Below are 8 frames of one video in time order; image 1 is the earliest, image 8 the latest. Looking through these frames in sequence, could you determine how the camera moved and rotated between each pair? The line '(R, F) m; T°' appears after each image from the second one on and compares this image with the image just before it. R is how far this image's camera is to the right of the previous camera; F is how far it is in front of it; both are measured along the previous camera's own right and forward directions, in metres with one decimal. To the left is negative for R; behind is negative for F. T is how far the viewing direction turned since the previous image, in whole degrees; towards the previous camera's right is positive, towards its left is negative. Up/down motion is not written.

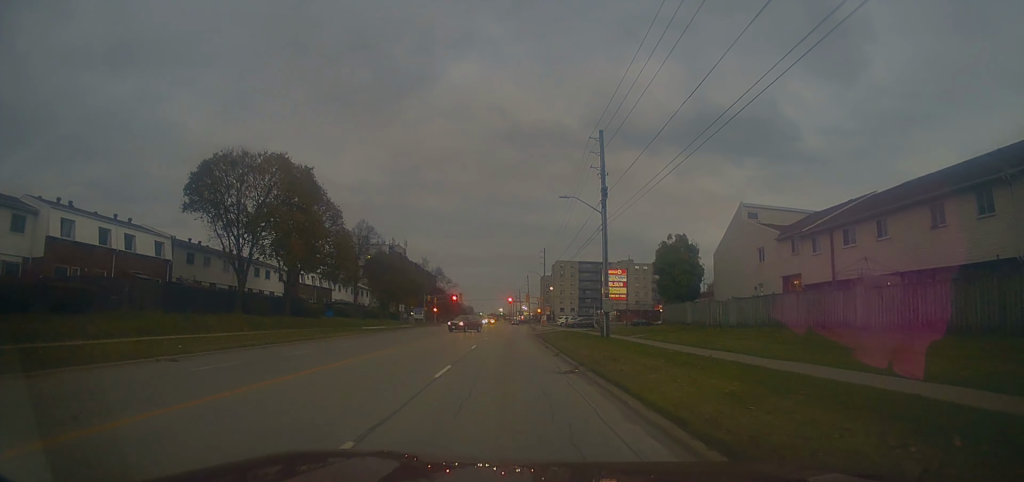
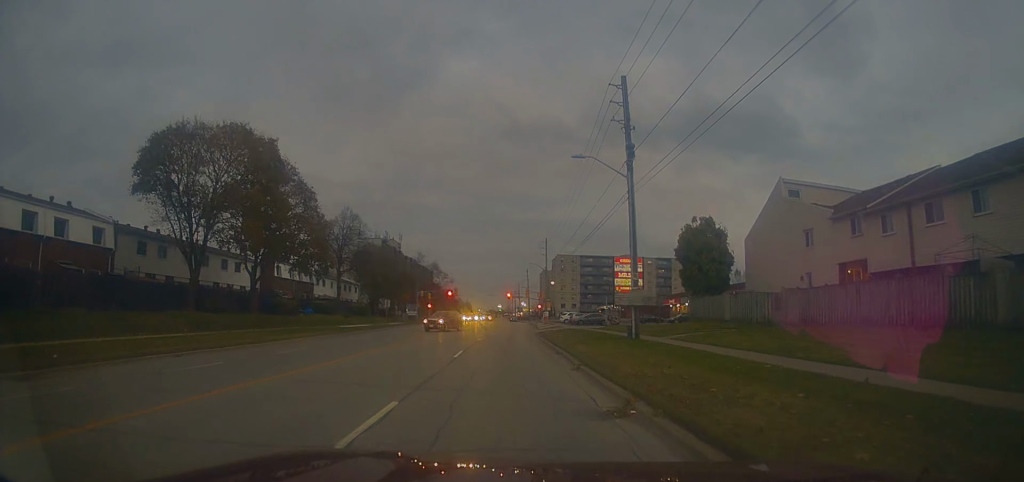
(+0.5, +7.6) m; +2°
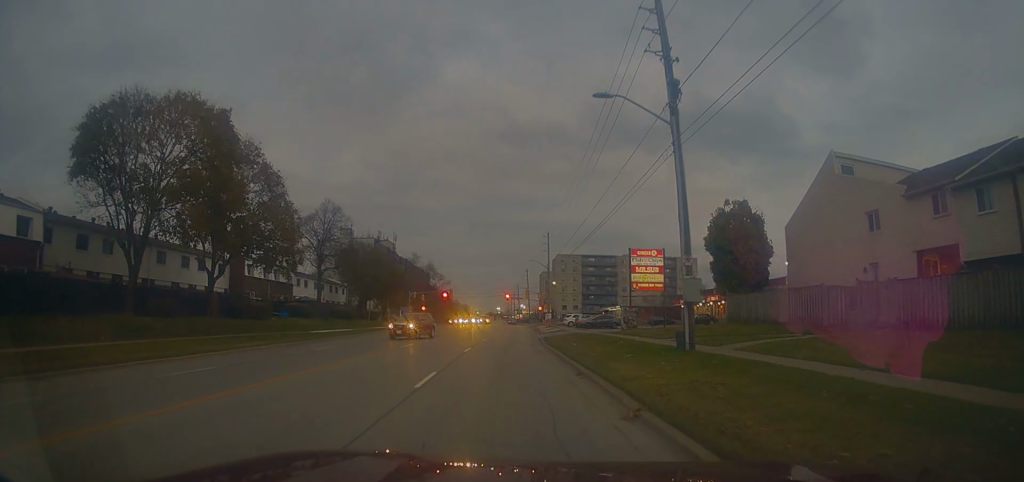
(+0.2, +7.5) m; +1°
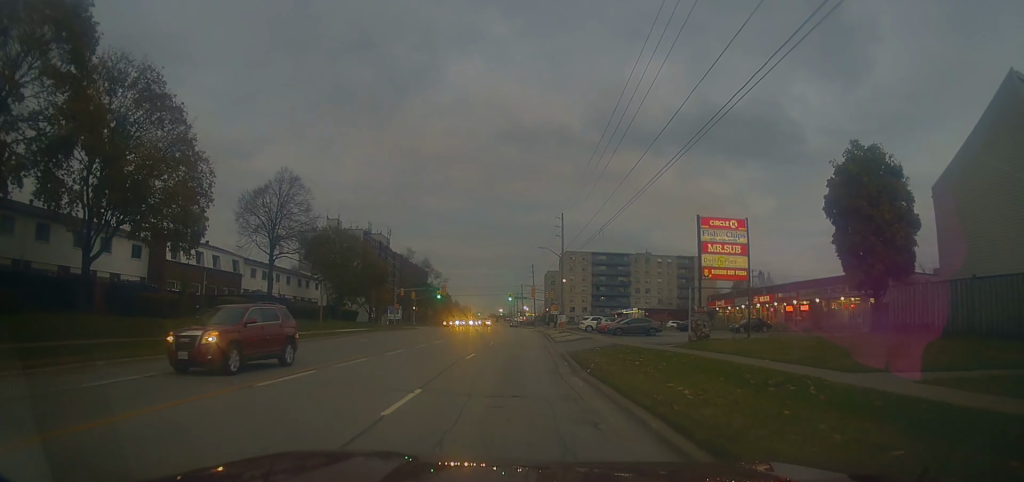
(-0.1, +15.3) m; -1°
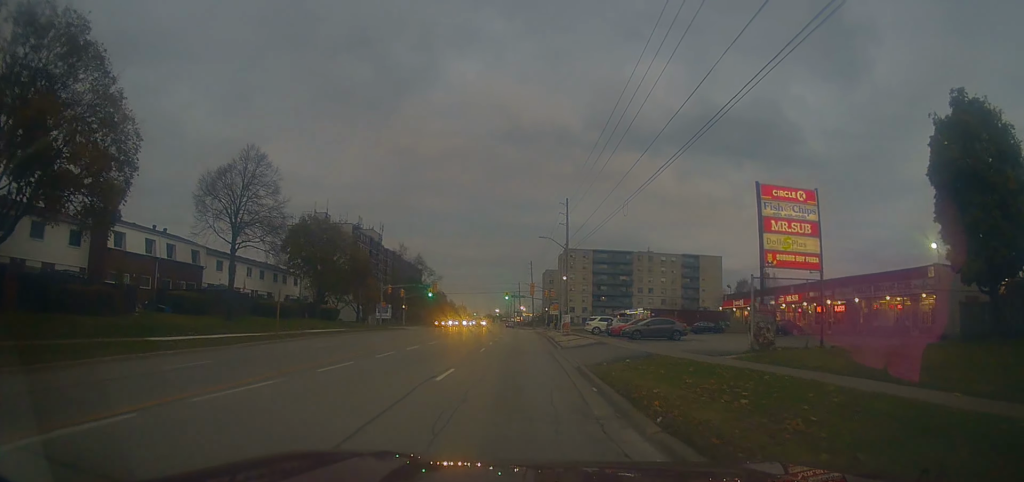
(0.0, +7.4) m; 0°
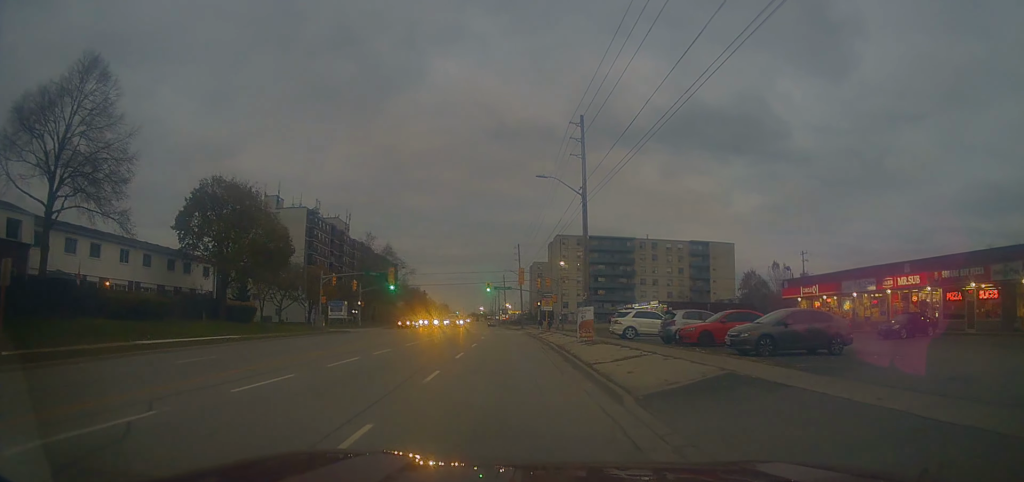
(-0.2, +20.6) m; 0°
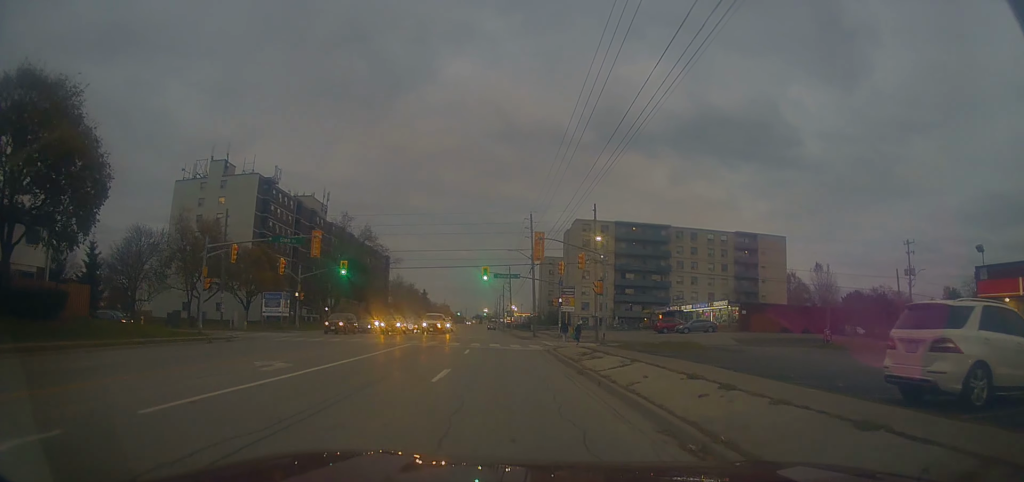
(+0.1, +25.9) m; +2°
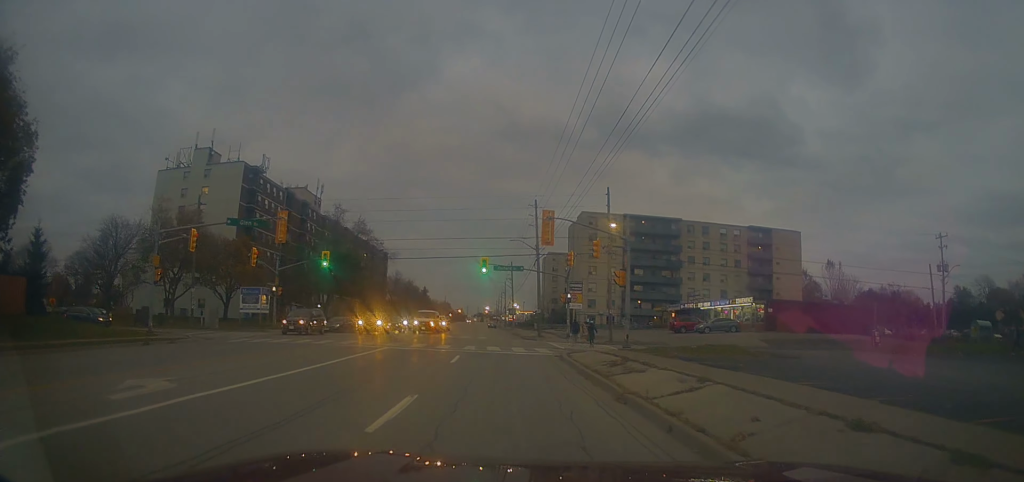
(+0.1, +6.0) m; 0°
